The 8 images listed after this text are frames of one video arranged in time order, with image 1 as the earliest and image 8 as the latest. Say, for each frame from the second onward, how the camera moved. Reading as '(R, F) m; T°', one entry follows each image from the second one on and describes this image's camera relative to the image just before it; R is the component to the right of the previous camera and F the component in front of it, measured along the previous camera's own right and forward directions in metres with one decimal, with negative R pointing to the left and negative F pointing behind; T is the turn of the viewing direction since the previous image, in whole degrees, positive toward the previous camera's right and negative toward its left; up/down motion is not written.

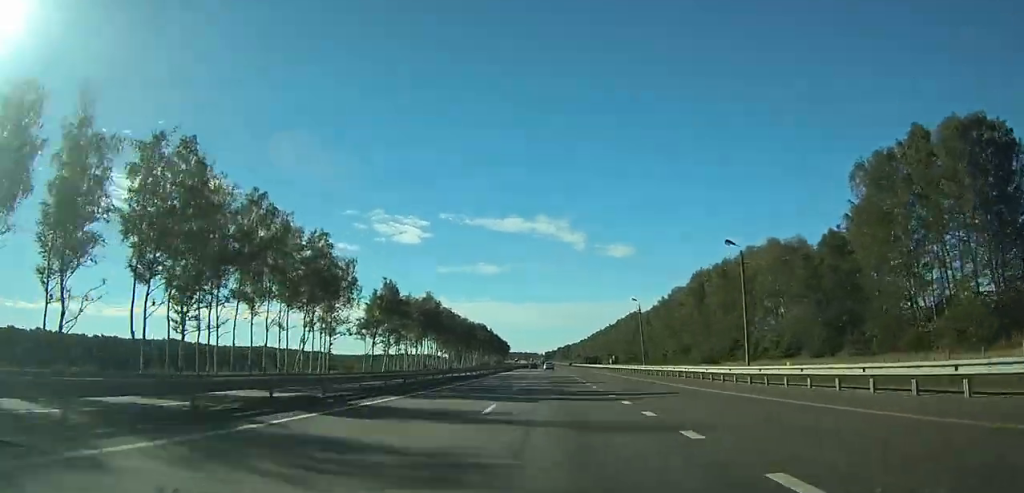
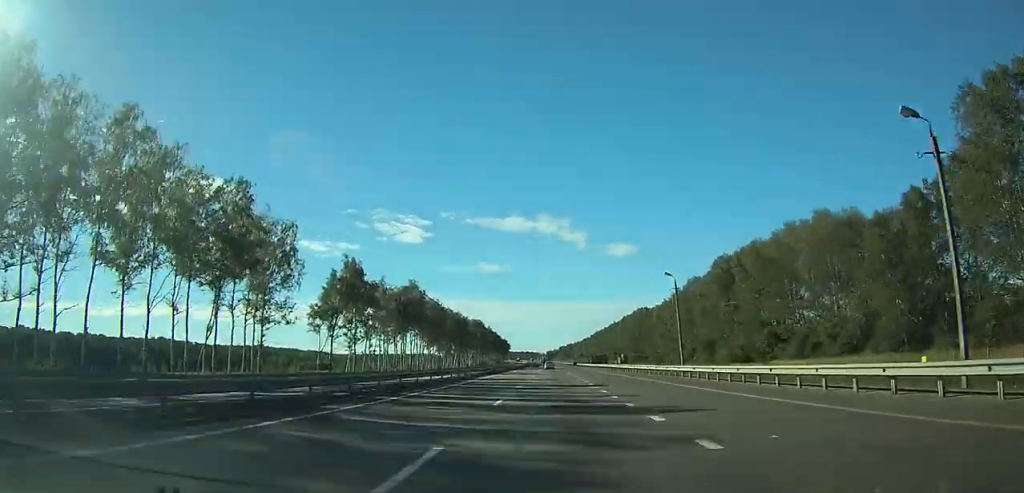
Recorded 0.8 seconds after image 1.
(0.0, +21.9) m; 0°
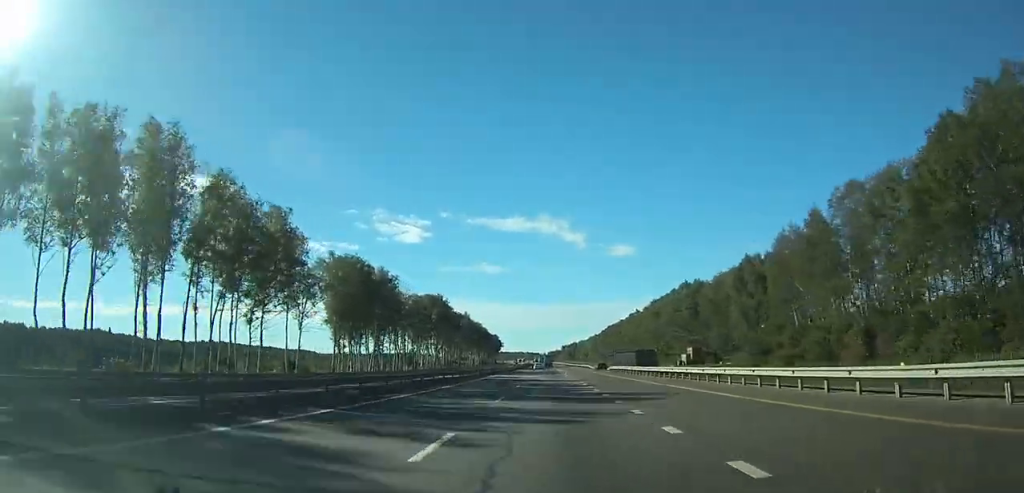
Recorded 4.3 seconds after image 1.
(+3.1, +99.2) m; +10°
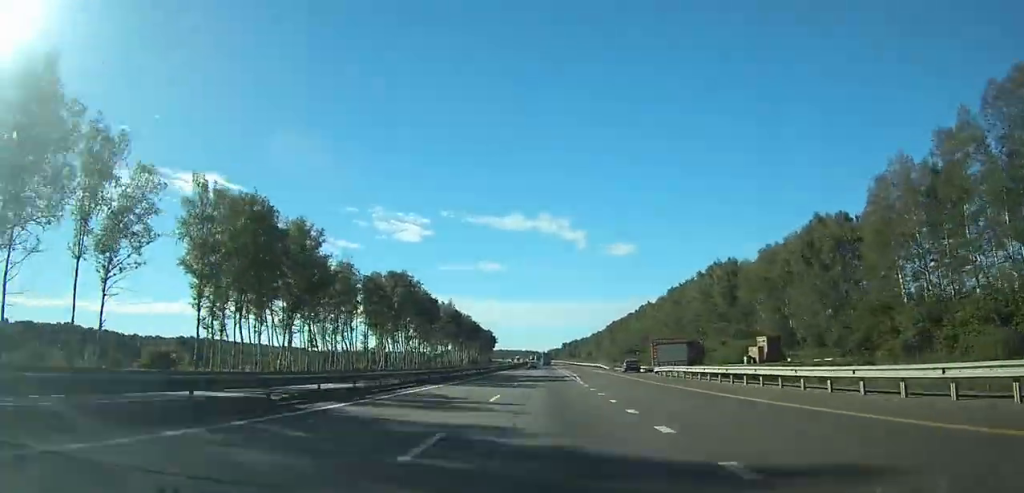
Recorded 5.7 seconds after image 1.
(+7.1, +38.8) m; -9°
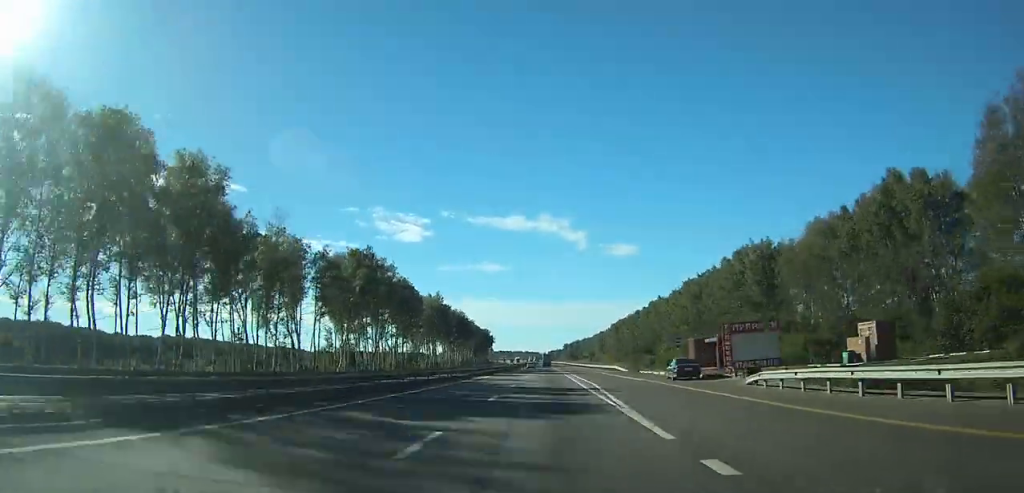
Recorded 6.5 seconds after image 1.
(+0.3, +22.5) m; -6°
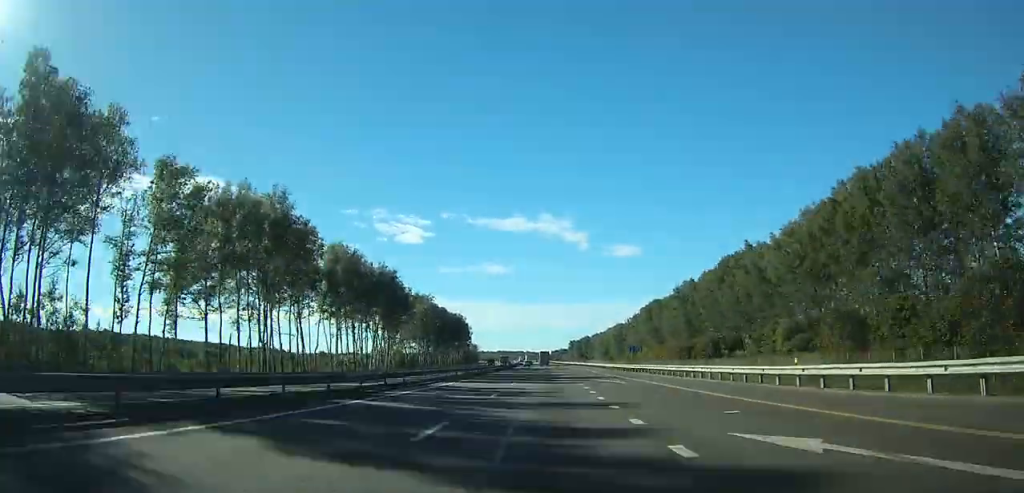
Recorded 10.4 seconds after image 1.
(-13.5, +101.7) m; +3°
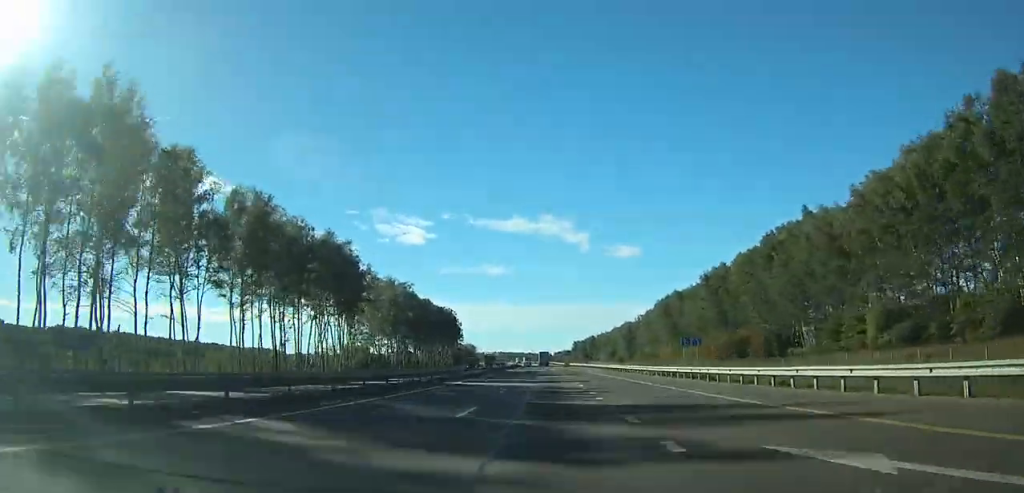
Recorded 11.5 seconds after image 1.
(-0.1, +31.5) m; 0°
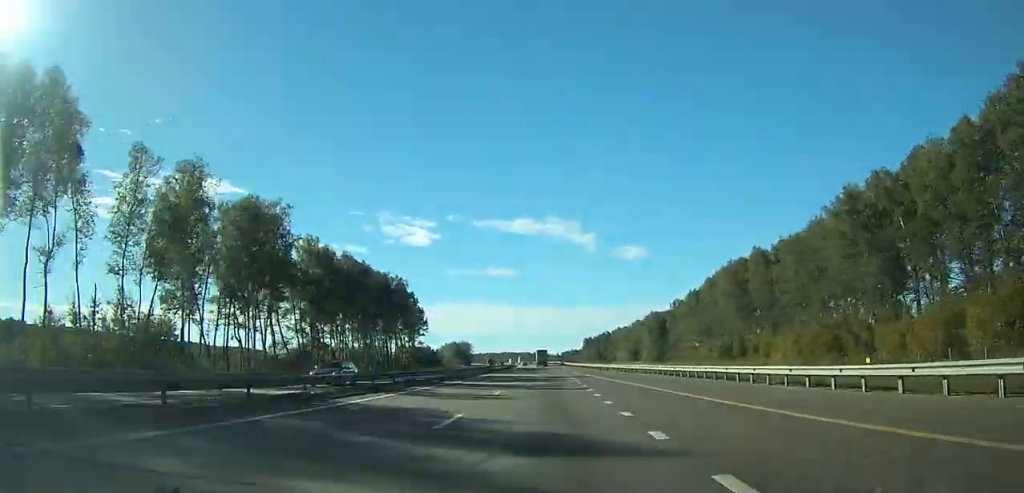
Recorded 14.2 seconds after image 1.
(-0.5, +74.2) m; -1°
